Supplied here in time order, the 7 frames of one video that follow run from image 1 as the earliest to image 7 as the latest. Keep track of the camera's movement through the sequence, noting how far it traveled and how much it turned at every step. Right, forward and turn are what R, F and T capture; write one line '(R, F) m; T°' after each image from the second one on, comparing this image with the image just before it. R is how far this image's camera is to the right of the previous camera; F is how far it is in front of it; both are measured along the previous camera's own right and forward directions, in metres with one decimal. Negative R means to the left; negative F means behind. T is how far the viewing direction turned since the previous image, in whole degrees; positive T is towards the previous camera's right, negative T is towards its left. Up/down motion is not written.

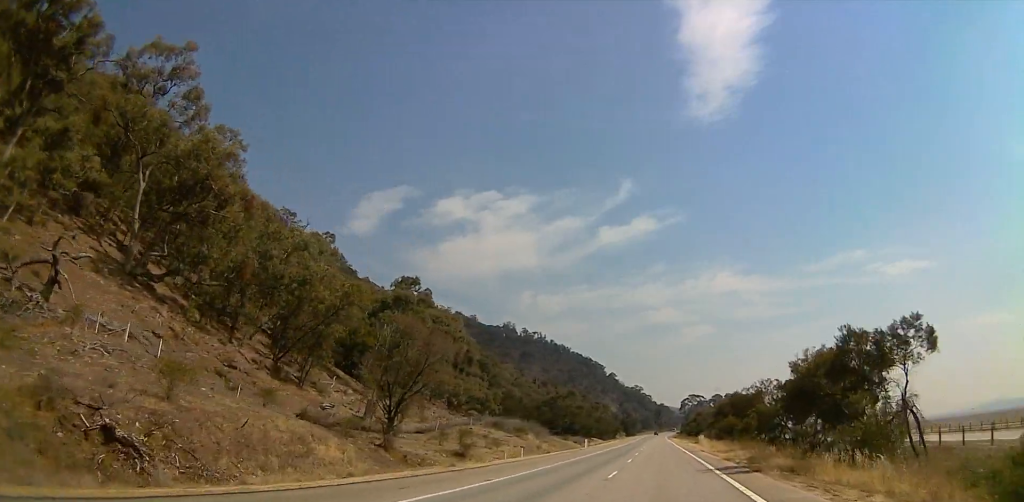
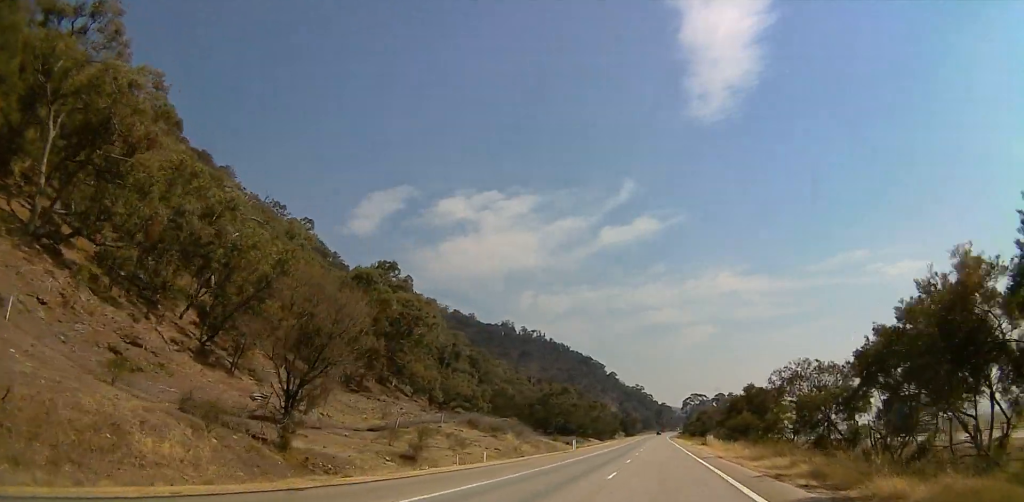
(0.0, +13.8) m; 0°
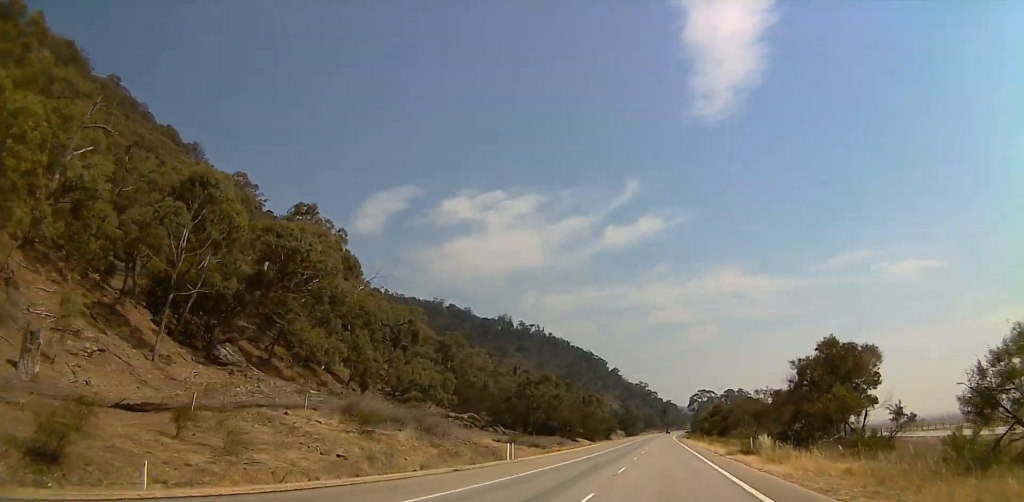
(0.0, +34.0) m; 0°
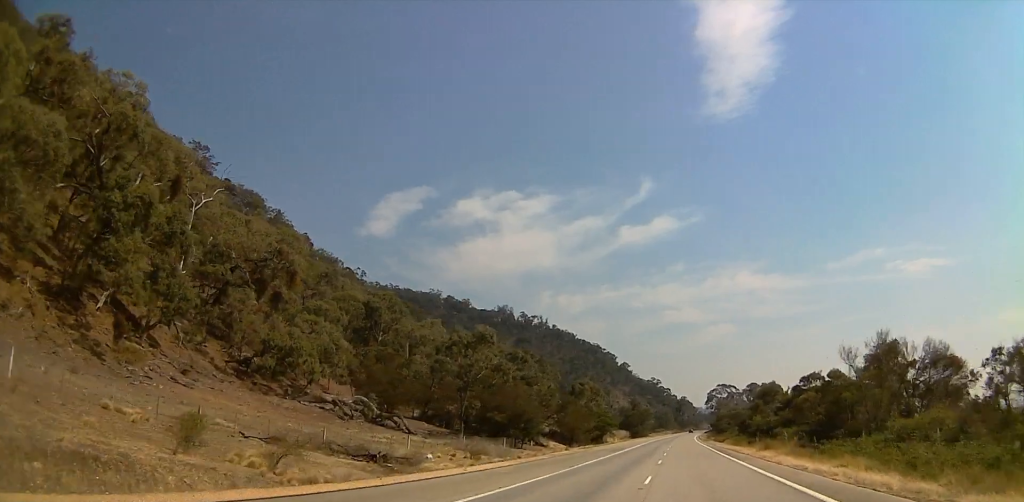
(0.0, +49.9) m; 0°
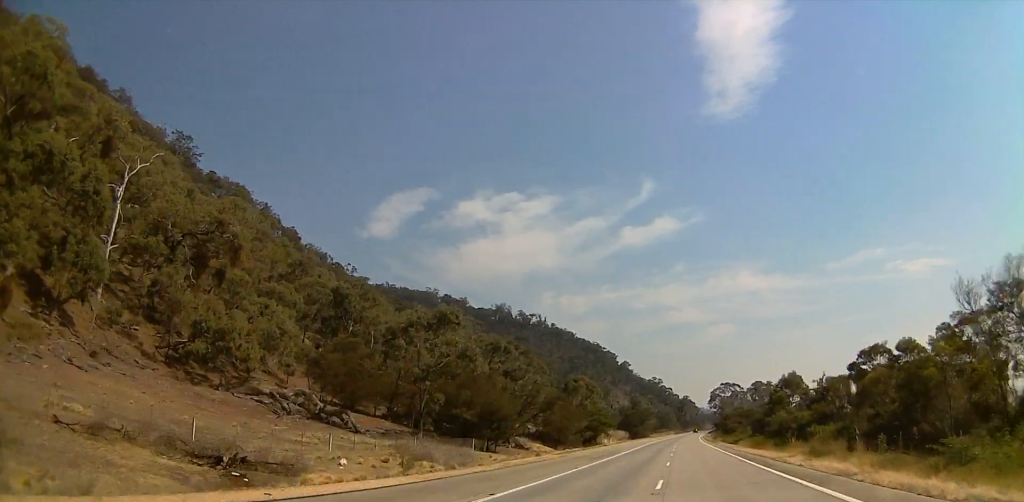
(0.0, +11.7) m; 0°
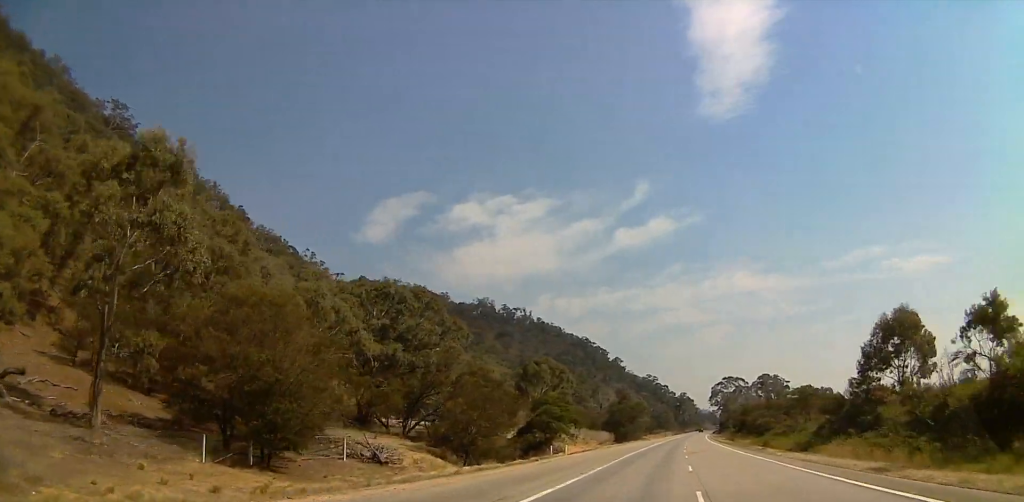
(0.0, +33.8) m; 0°
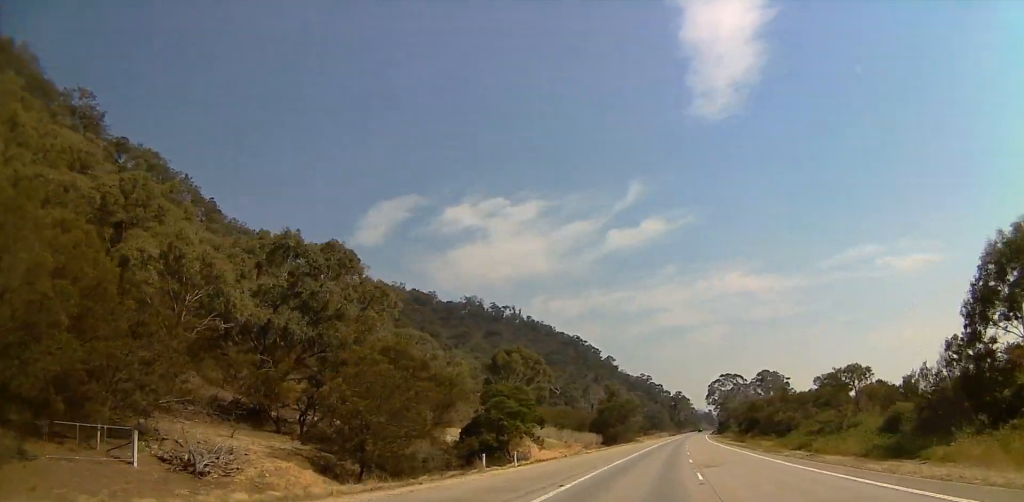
(0.0, +14.9) m; 0°
